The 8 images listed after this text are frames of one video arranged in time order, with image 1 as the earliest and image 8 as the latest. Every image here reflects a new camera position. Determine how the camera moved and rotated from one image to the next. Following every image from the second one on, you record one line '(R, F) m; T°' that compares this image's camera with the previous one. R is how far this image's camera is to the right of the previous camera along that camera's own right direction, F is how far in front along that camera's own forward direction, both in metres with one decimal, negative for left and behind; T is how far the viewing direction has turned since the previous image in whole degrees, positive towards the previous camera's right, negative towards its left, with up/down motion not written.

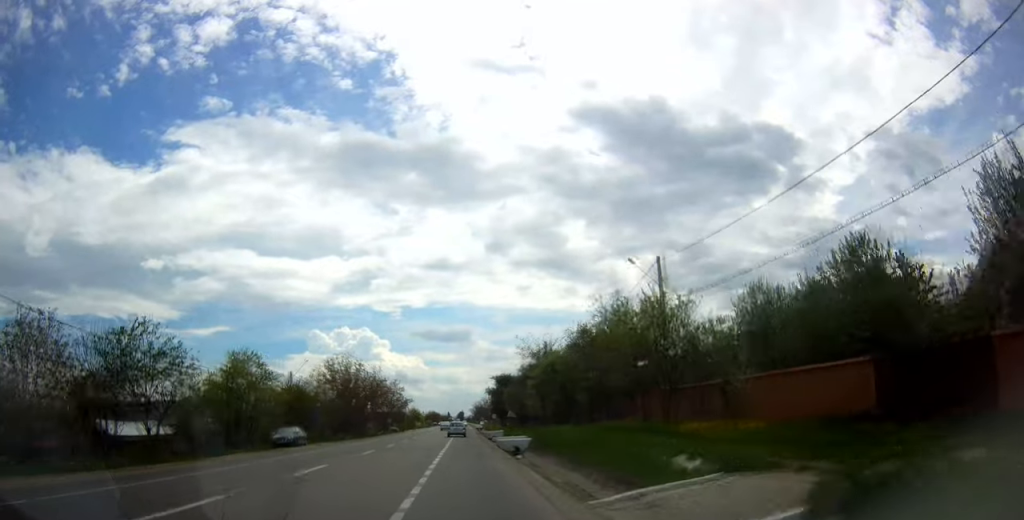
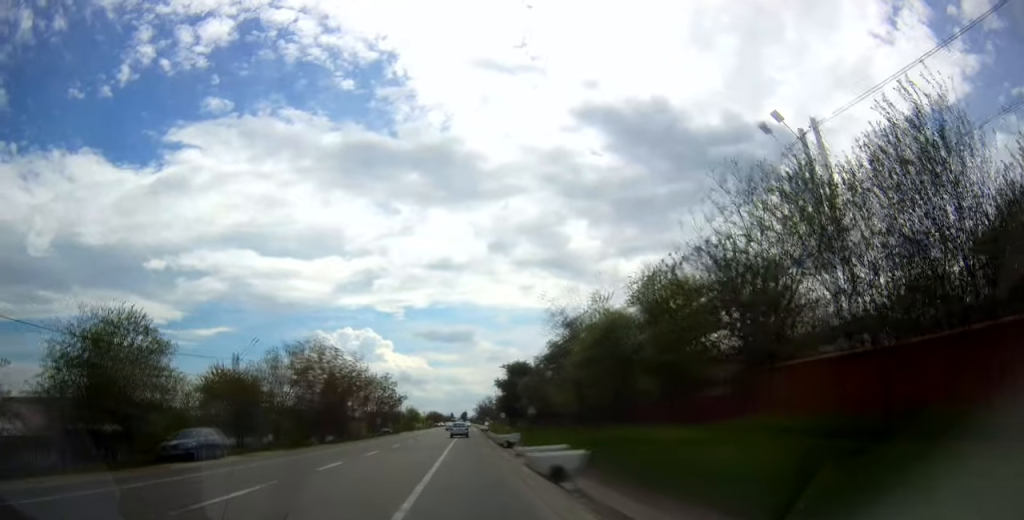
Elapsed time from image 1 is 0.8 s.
(-0.1, +15.2) m; -1°
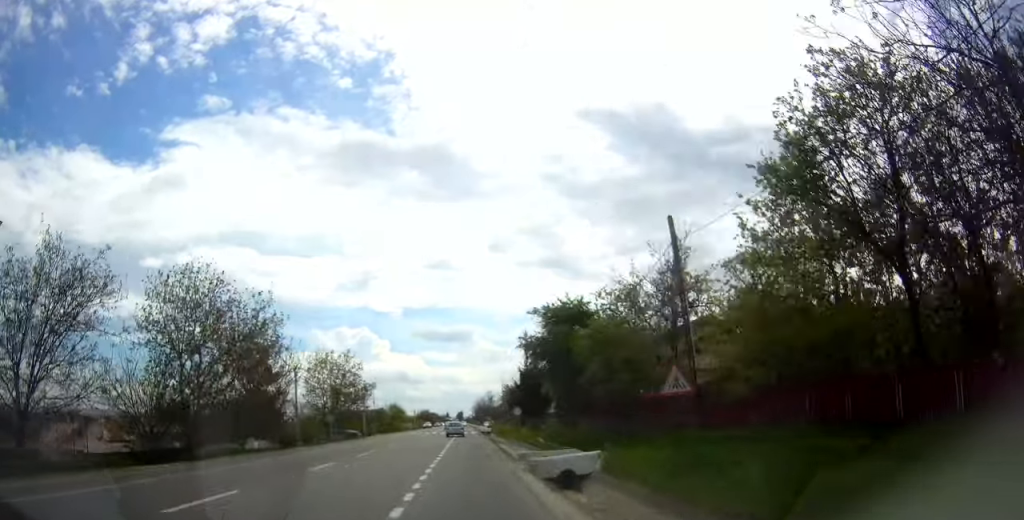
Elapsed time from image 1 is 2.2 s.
(-0.7, +28.1) m; -1°
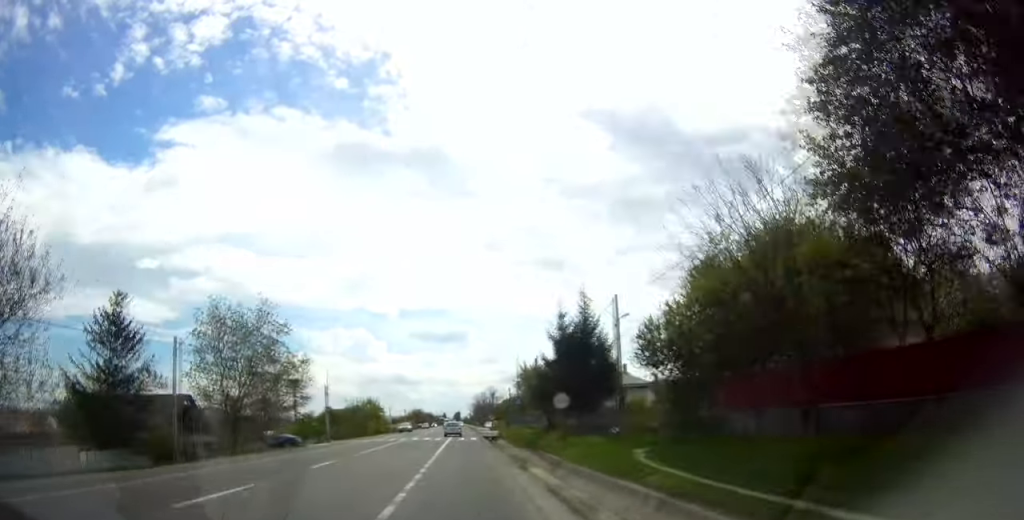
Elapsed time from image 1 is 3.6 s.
(+0.3, +26.0) m; 0°
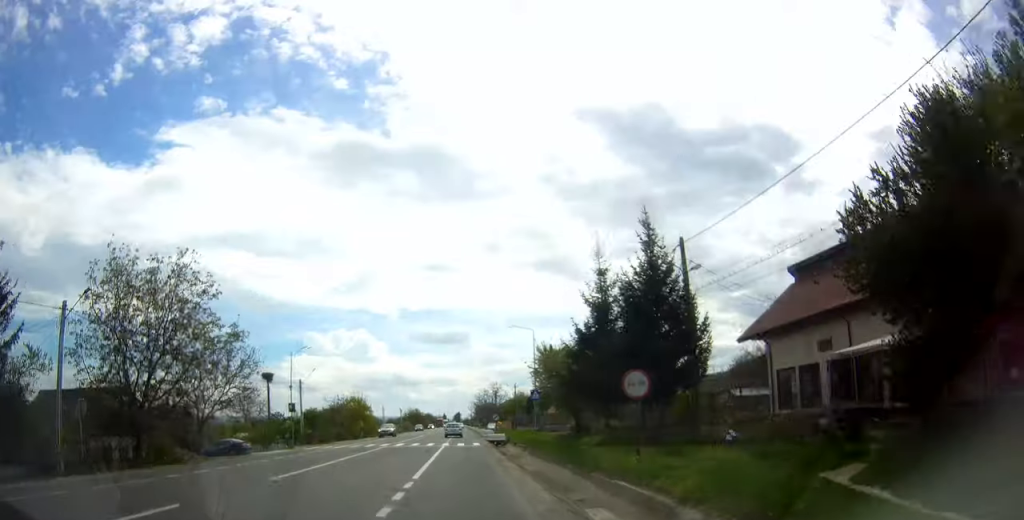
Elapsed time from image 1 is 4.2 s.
(-0.2, +12.3) m; 0°
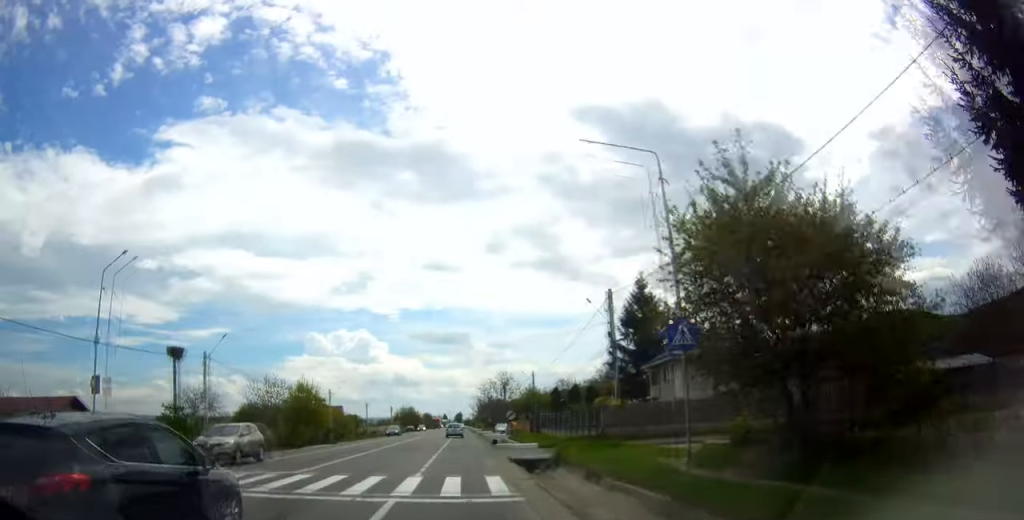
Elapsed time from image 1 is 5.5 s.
(+0.3, +25.0) m; +1°
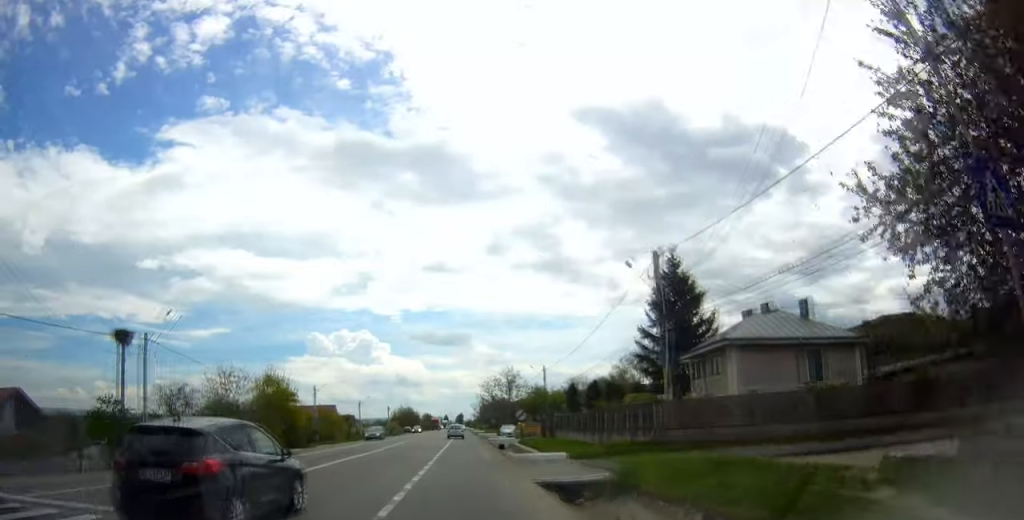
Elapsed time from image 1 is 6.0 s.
(0.0, +9.0) m; 0°
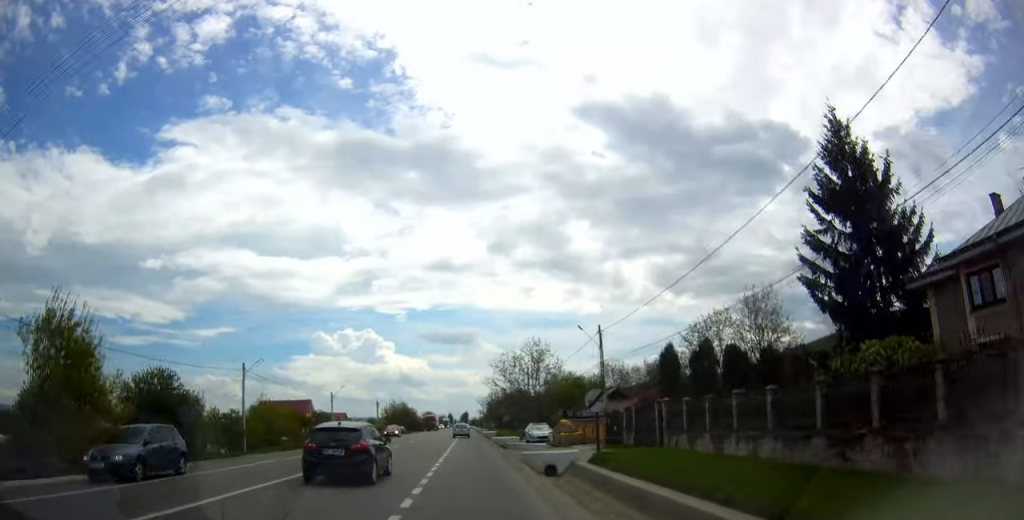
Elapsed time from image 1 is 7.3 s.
(0.0, +25.0) m; 0°
